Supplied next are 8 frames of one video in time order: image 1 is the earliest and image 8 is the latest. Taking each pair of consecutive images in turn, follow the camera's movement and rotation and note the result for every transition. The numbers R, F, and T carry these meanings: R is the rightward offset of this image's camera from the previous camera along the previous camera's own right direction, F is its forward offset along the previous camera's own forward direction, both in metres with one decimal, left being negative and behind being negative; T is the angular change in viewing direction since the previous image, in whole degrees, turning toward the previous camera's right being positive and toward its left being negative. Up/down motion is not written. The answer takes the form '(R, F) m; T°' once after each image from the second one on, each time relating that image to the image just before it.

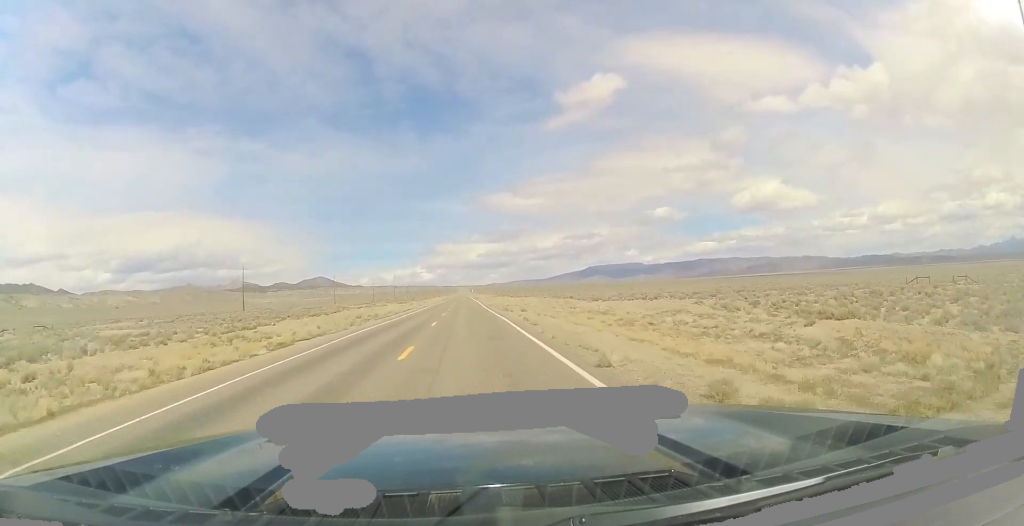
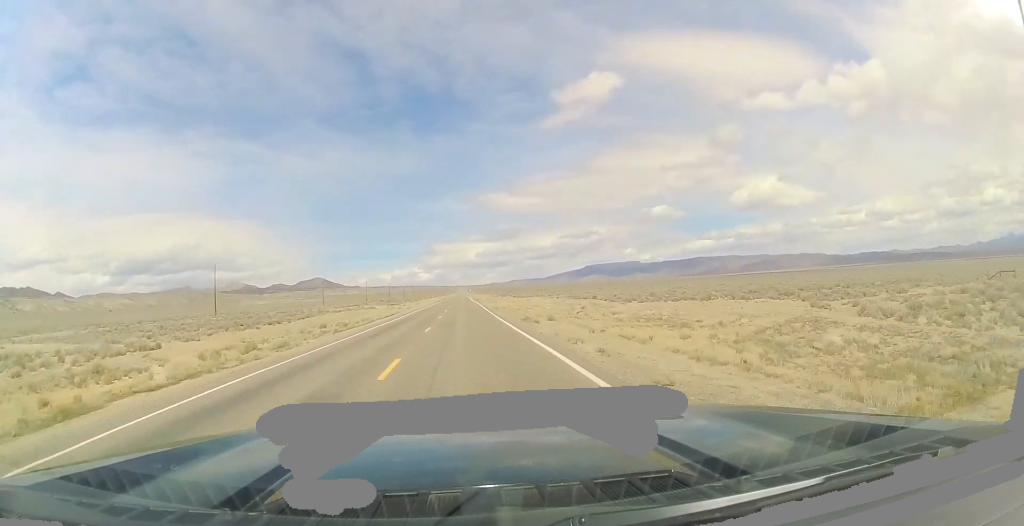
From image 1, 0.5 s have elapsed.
(0.0, +16.7) m; 0°
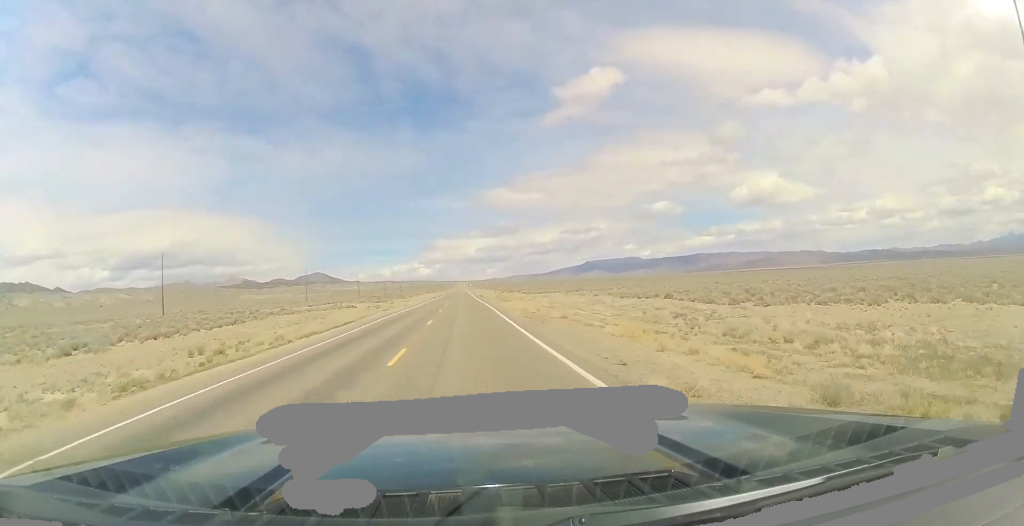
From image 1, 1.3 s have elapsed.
(+0.2, +25.6) m; +1°
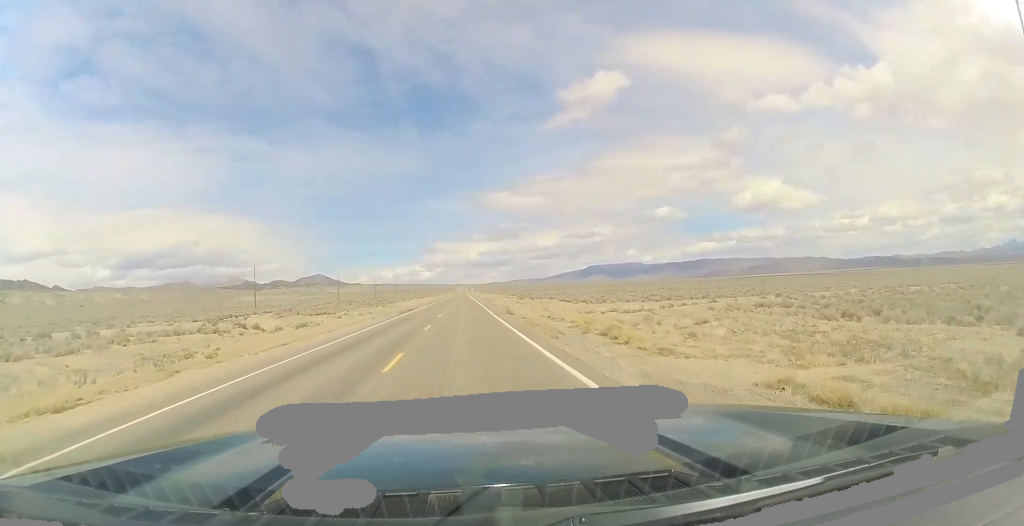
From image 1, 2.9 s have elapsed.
(+0.8, +54.8) m; +1°
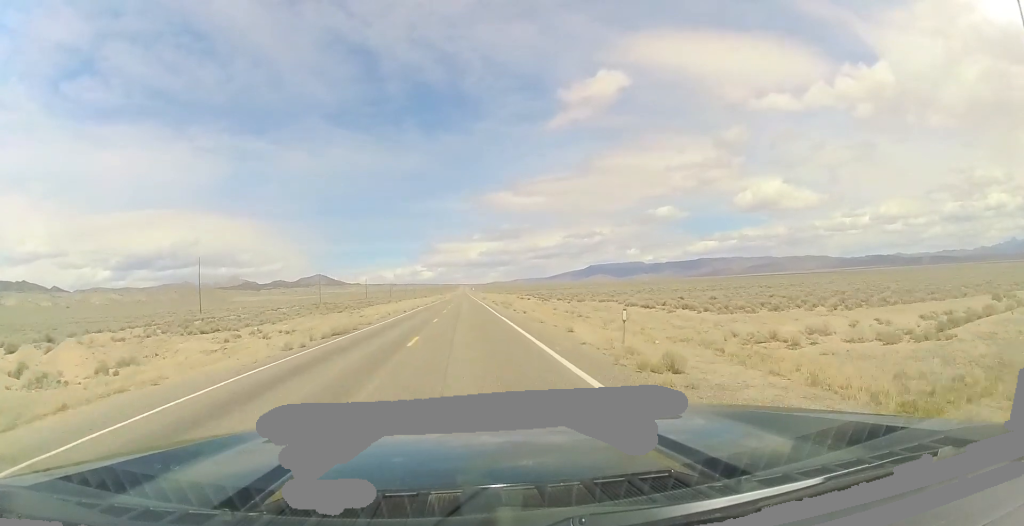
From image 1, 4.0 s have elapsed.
(-0.6, +35.8) m; -1°
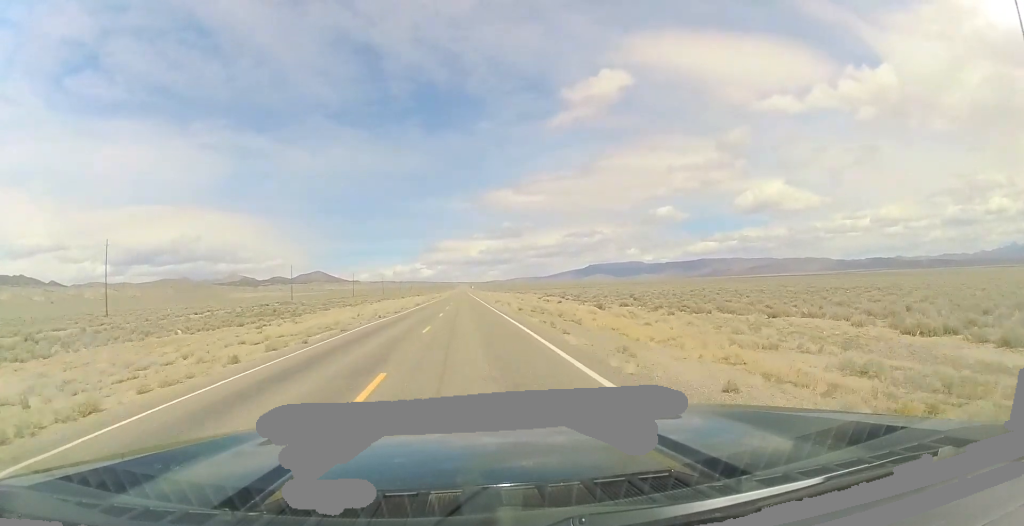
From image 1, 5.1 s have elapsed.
(+0.1, +37.0) m; +1°
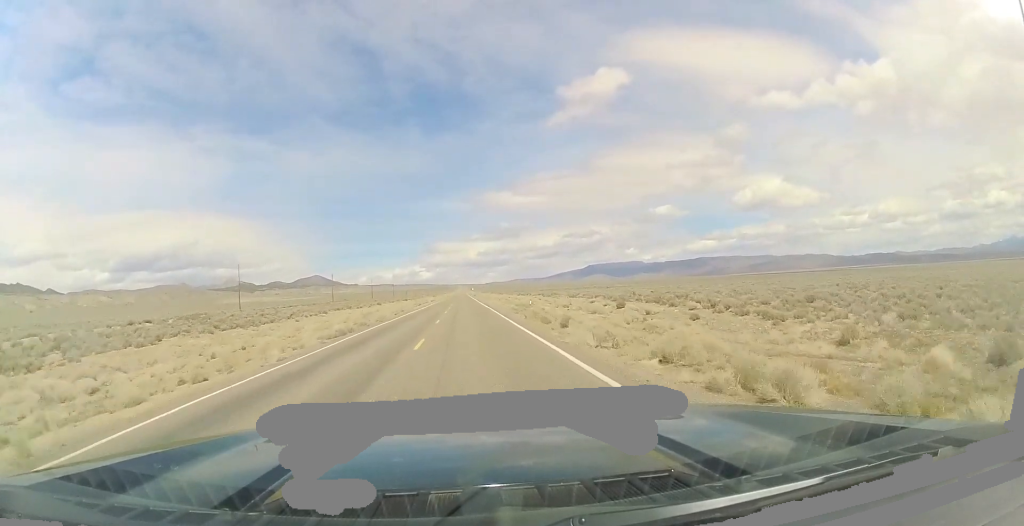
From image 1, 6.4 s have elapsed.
(+0.2, +46.0) m; 0°
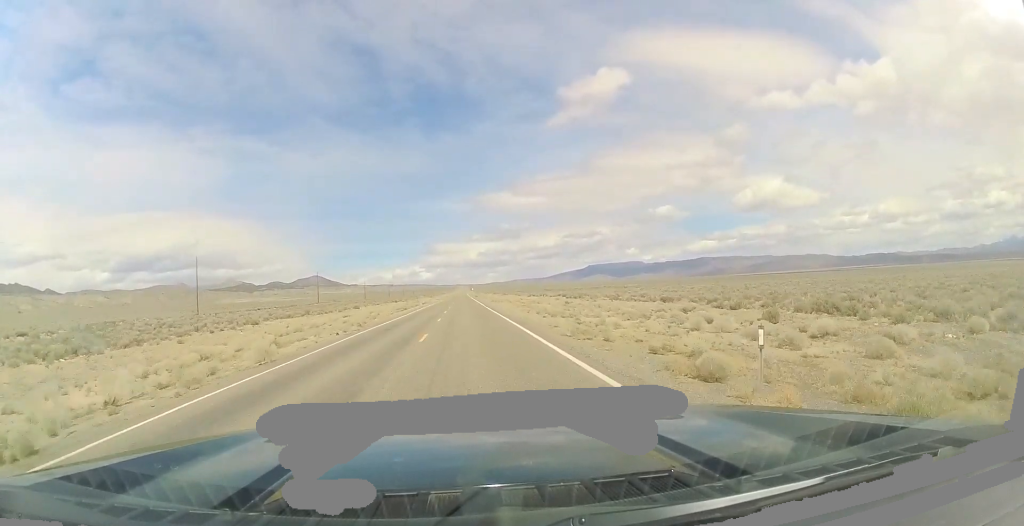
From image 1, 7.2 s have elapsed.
(-0.6, +24.7) m; 0°
